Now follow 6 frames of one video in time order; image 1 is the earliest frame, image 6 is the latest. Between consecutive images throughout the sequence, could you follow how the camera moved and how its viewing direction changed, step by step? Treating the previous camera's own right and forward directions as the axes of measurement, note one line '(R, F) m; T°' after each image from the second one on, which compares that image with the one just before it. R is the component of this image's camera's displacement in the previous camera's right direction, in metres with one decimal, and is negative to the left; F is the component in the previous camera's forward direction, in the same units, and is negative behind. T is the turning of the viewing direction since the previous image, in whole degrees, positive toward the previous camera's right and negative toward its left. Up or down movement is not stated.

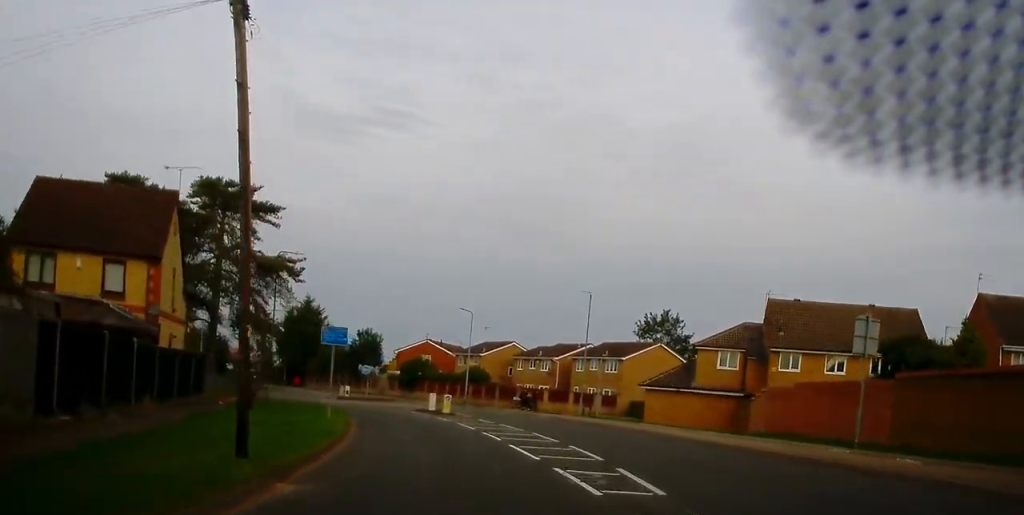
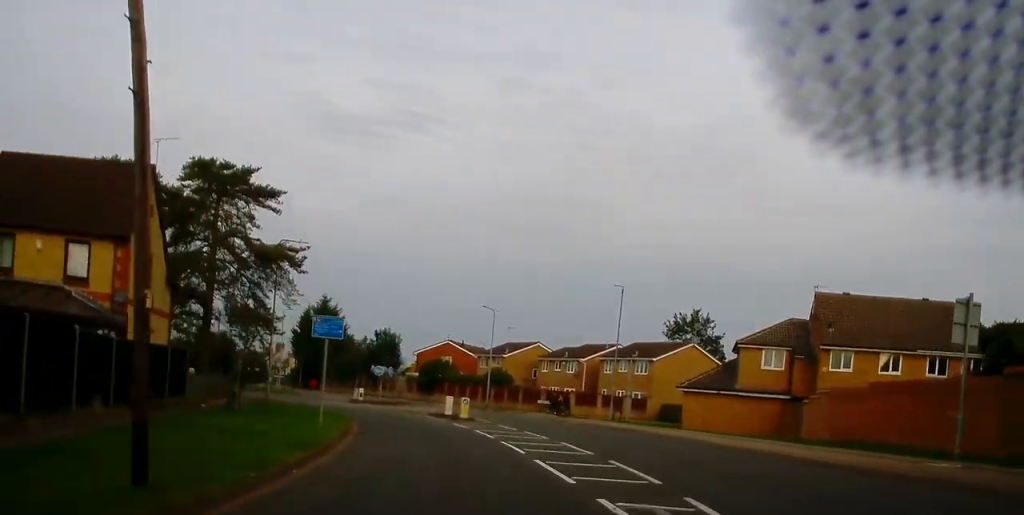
(+0.1, +4.0) m; 0°
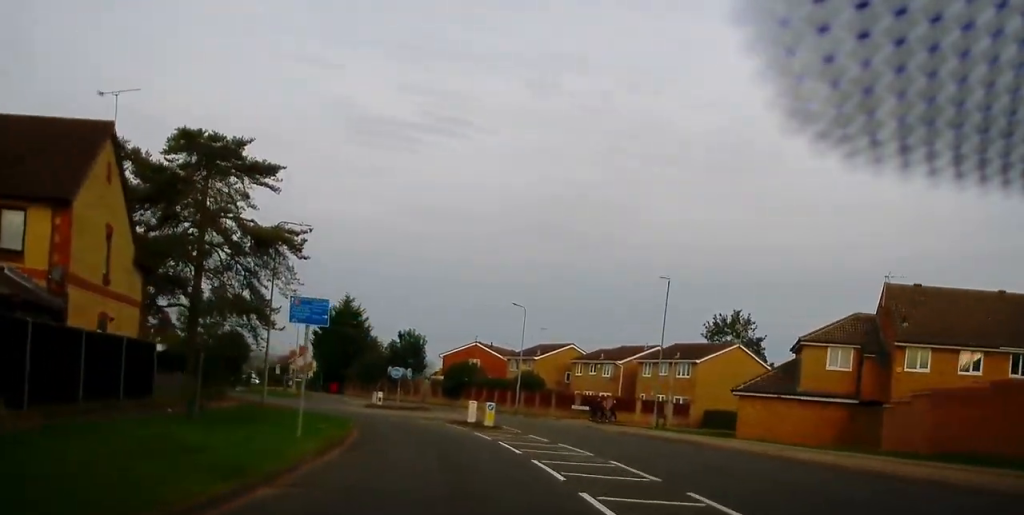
(0.0, +5.1) m; -1°
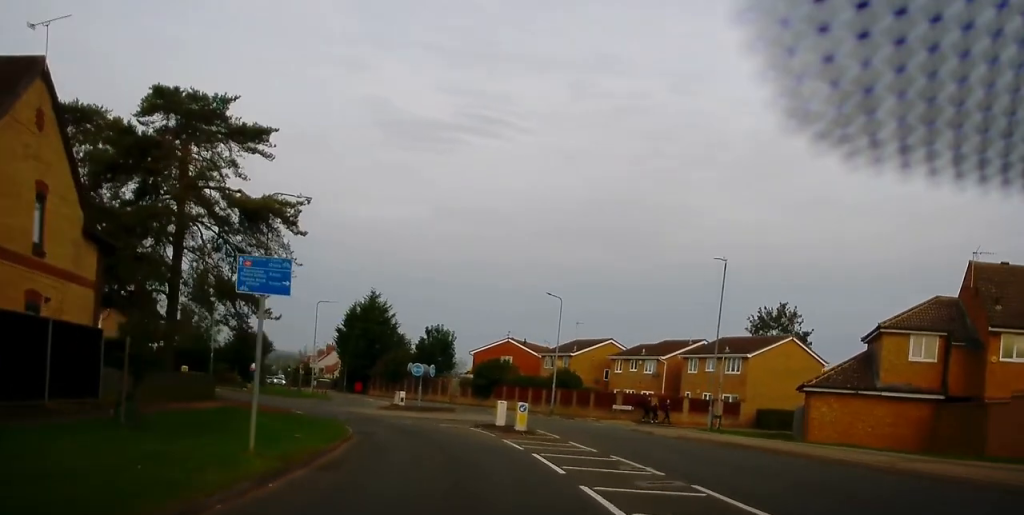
(-0.1, +5.4) m; -2°
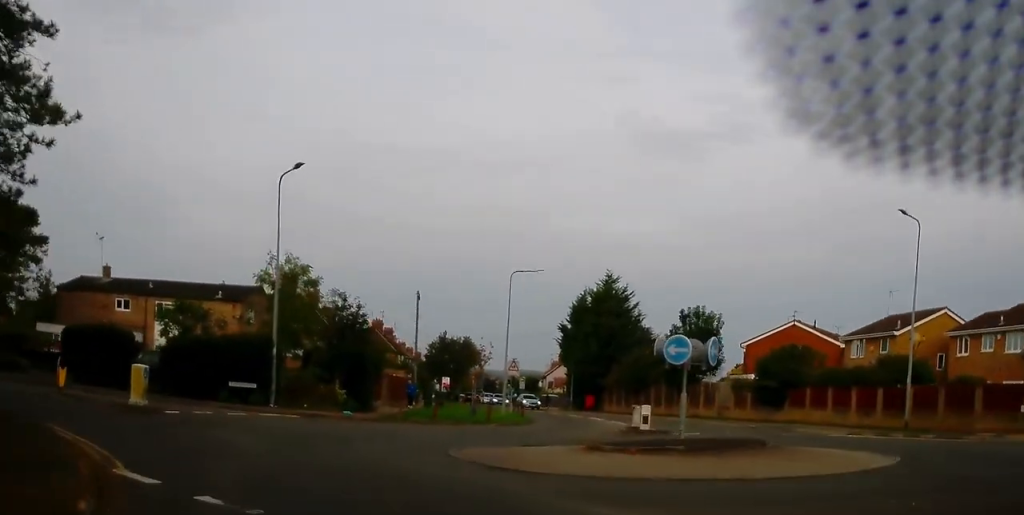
(-4.1, +24.3) m; -23°
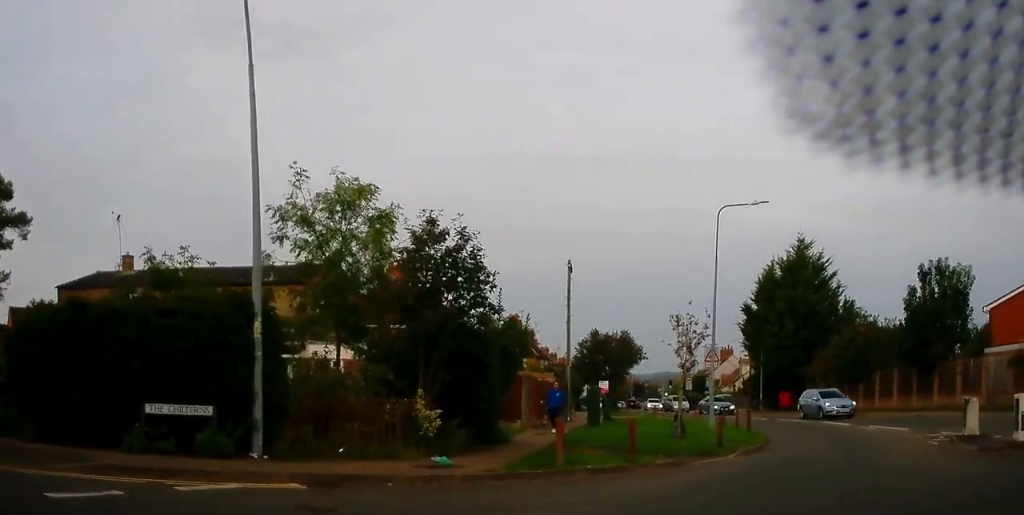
(-0.7, +15.9) m; -7°
